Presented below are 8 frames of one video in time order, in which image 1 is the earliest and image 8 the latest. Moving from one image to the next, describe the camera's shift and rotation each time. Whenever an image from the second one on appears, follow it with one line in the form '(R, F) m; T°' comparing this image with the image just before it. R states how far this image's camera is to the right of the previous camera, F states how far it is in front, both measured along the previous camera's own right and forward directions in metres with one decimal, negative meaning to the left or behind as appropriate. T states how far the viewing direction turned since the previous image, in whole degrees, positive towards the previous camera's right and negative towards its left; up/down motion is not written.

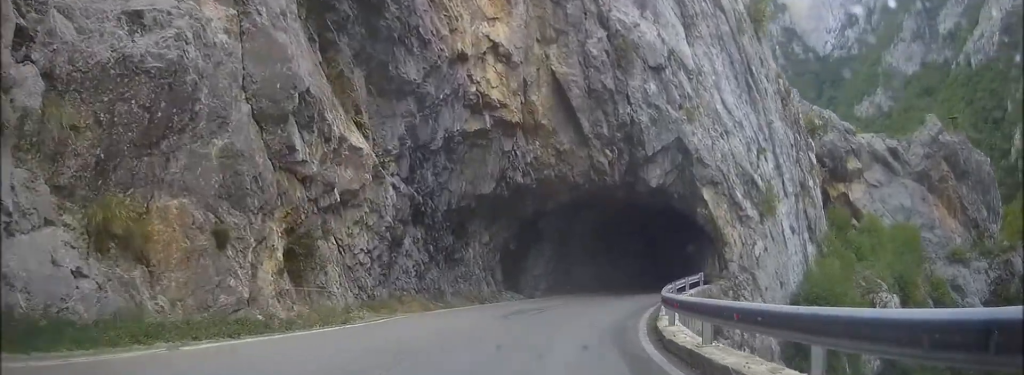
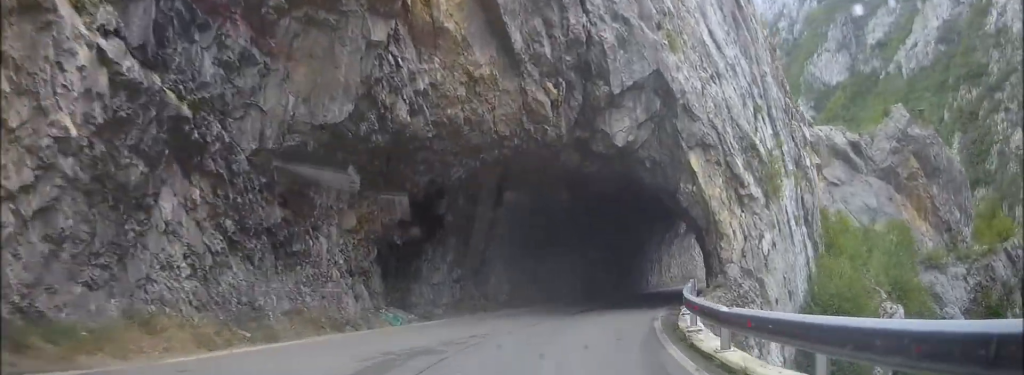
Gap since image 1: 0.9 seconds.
(+0.9, +12.3) m; +5°
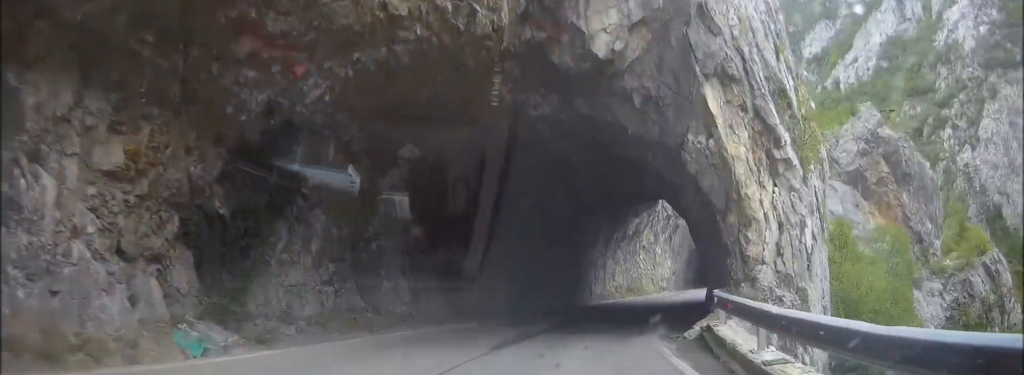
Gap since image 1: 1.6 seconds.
(+0.1, +9.0) m; +3°
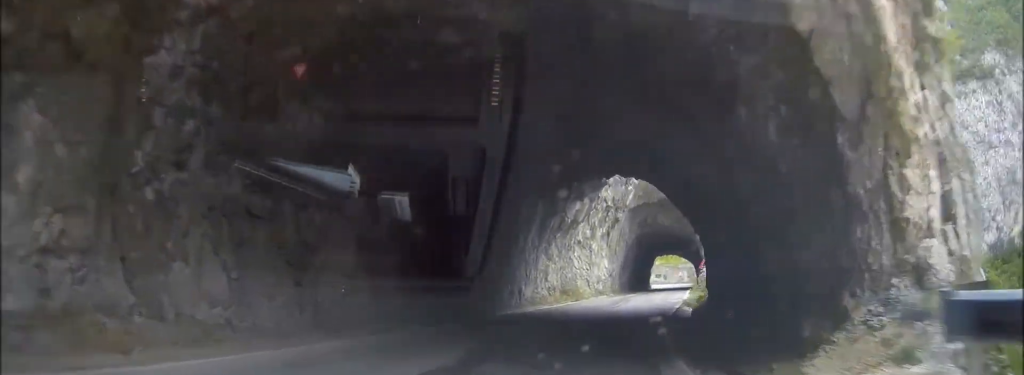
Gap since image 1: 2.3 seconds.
(+0.2, +8.7) m; +6°
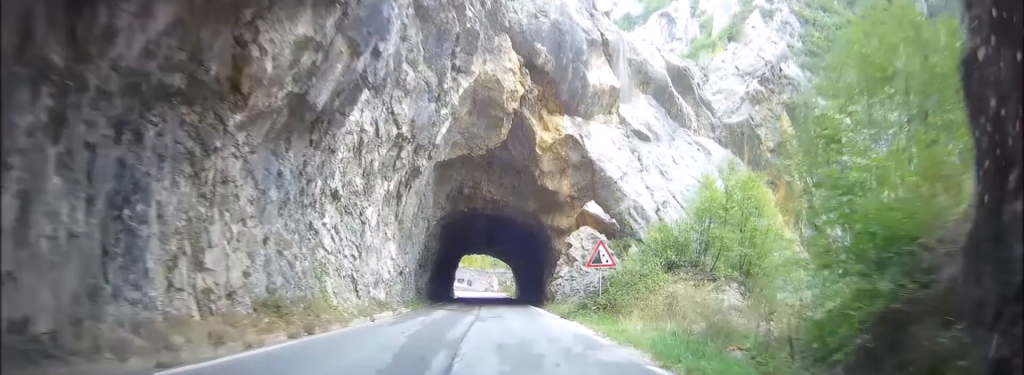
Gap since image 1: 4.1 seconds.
(+5.1, +23.7) m; +19°
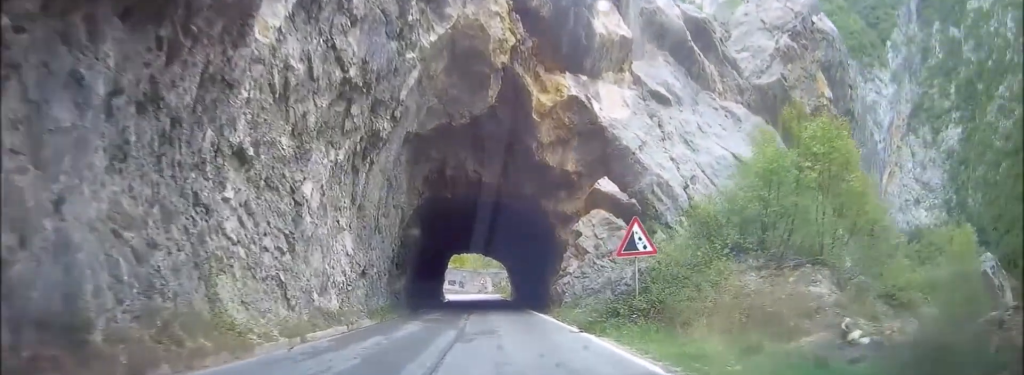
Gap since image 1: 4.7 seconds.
(+0.2, +7.0) m; -3°
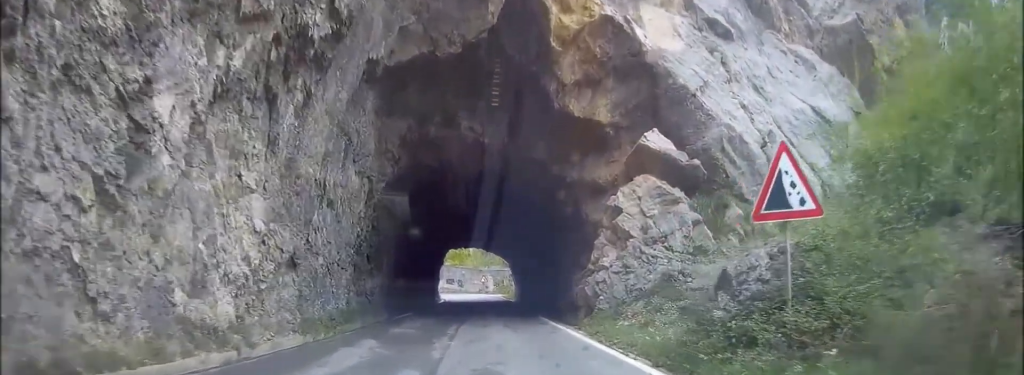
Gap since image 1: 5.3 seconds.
(-0.3, +8.2) m; -4°
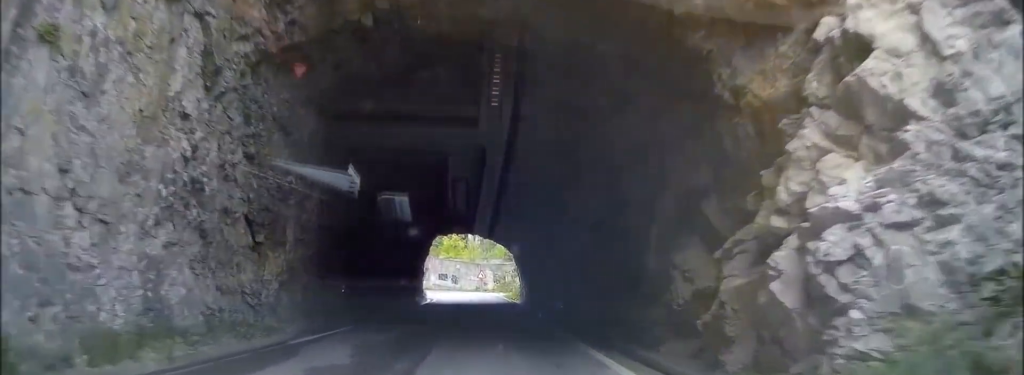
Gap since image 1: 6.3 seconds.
(-0.9, +12.9) m; -4°
